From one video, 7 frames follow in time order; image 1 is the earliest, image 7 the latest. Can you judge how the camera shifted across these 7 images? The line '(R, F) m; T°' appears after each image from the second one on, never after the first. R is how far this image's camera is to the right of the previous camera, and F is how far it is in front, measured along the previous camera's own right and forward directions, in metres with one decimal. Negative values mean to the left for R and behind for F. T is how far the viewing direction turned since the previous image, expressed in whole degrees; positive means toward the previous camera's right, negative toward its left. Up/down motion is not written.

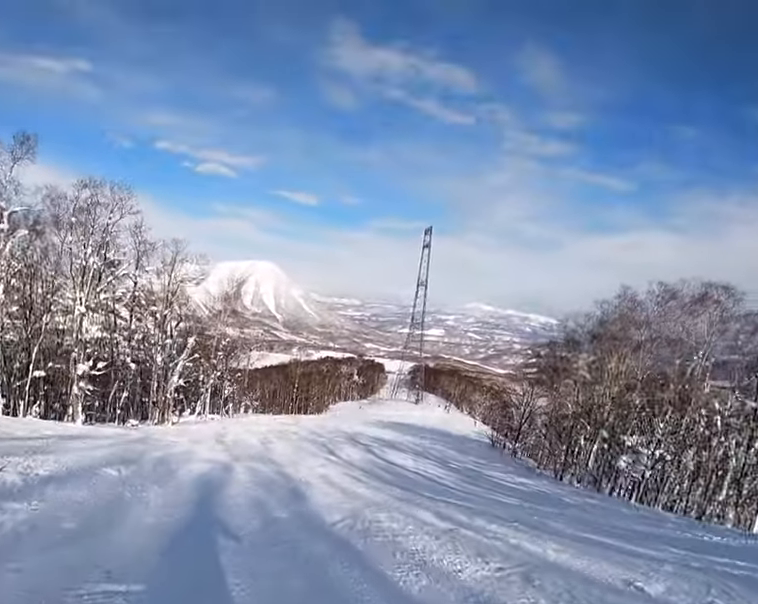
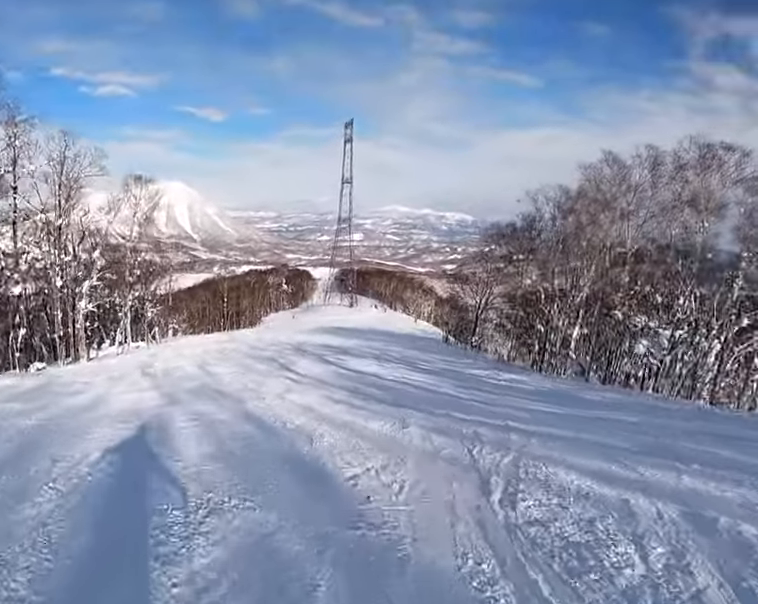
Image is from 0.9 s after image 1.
(-0.9, +7.5) m; -1°
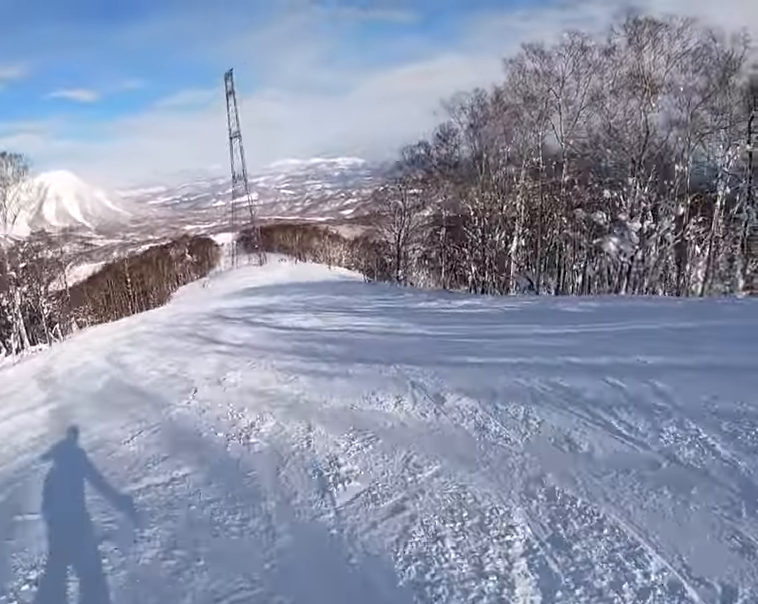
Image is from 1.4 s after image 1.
(-0.2, +4.5) m; +7°
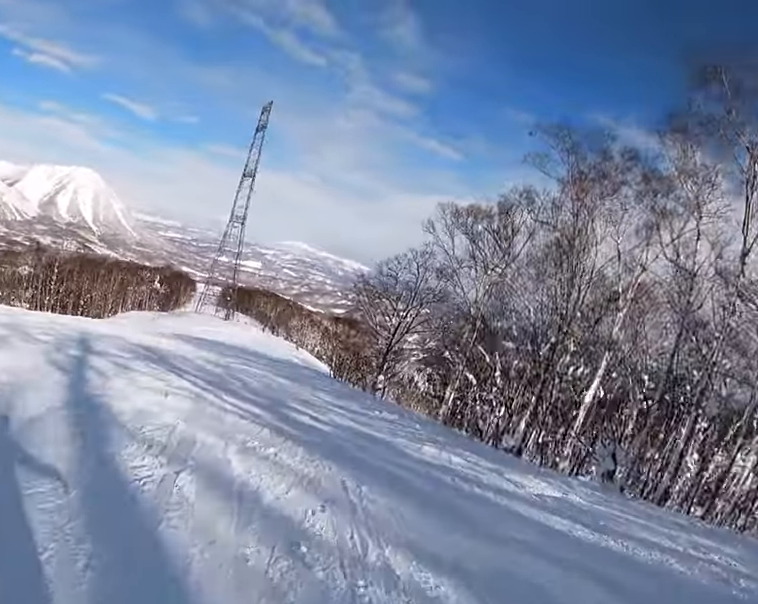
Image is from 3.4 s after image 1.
(+3.2, +17.9) m; +5°
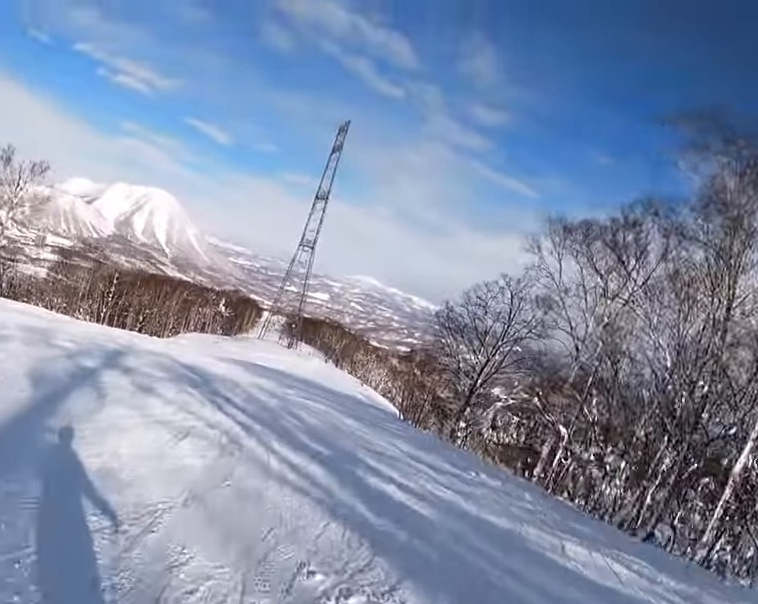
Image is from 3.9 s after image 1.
(-0.4, +4.7) m; -6°
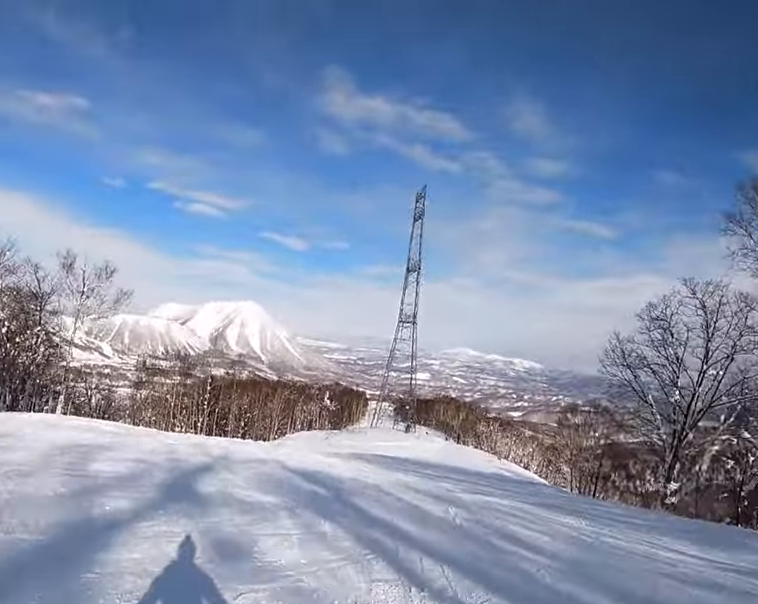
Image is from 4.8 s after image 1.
(-0.7, +7.6) m; -9°
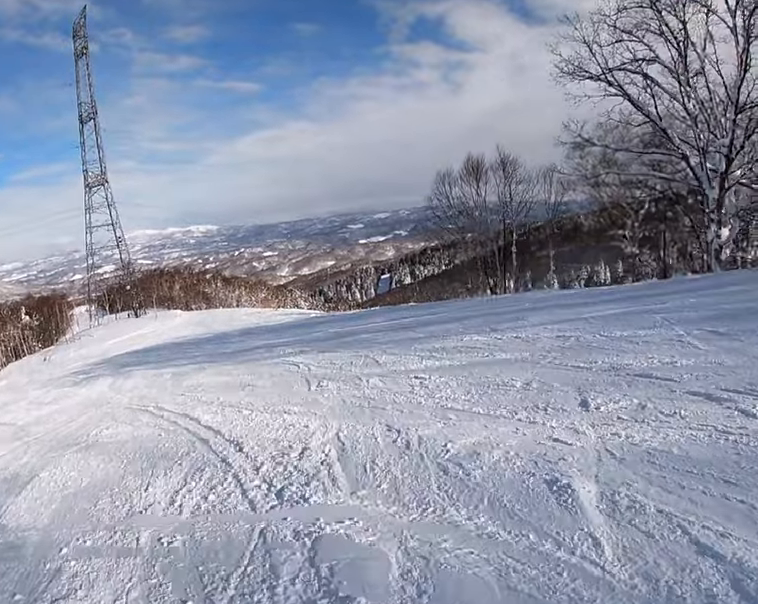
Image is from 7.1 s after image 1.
(+1.2, +17.9) m; +23°
